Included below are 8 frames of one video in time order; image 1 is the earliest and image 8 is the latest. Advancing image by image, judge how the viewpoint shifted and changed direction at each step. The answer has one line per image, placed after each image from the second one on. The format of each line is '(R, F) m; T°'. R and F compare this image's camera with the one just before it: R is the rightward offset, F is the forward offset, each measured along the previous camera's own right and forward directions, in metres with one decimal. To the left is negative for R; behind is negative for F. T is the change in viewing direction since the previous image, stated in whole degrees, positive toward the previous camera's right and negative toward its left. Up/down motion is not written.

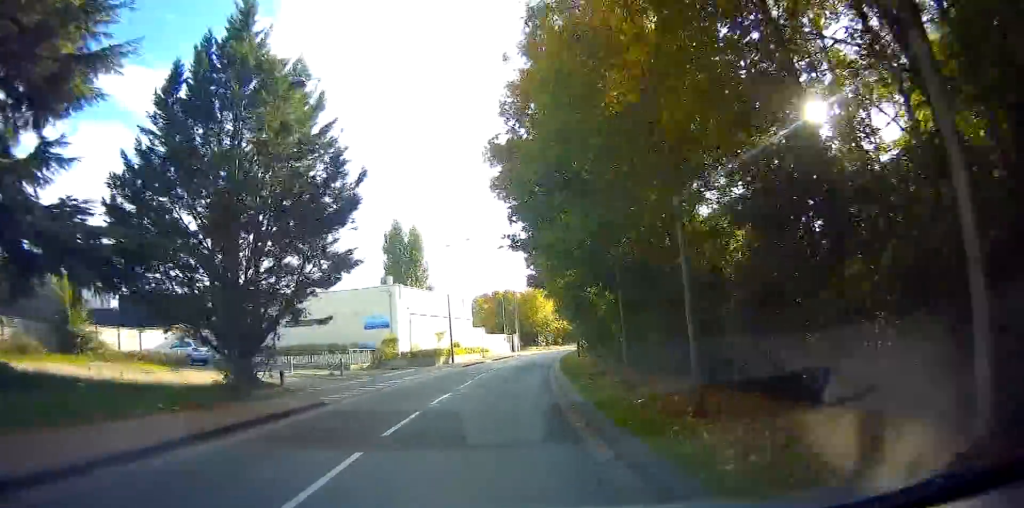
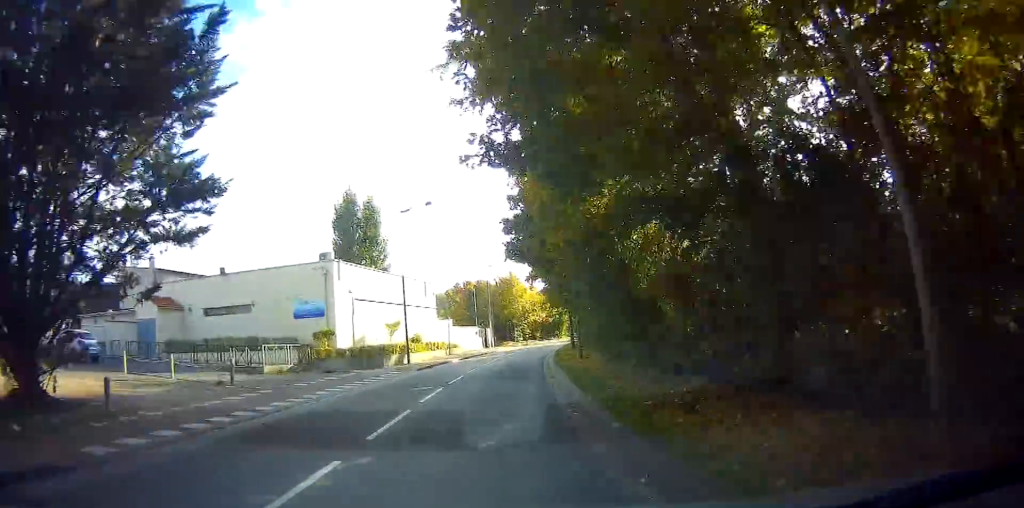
(+0.1, +9.2) m; +2°
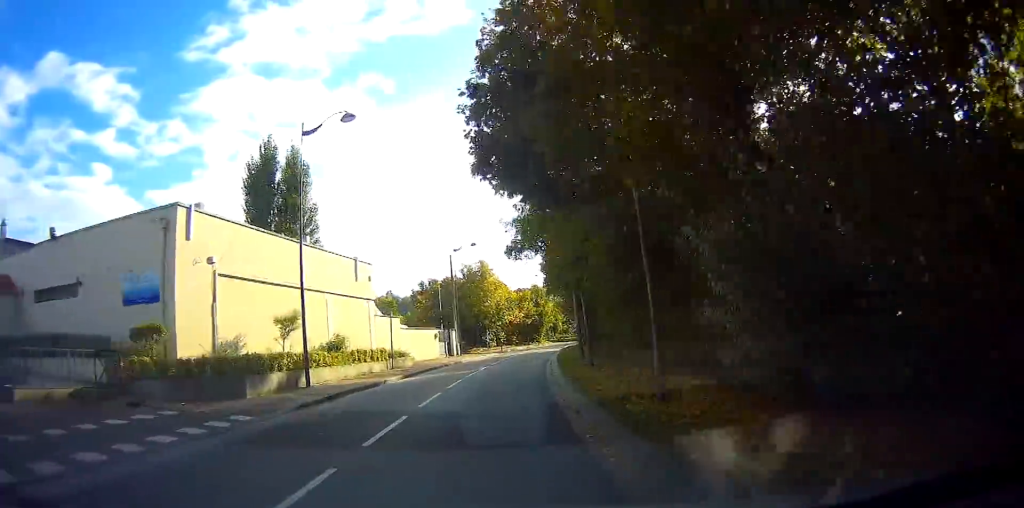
(+0.6, +13.8) m; +2°
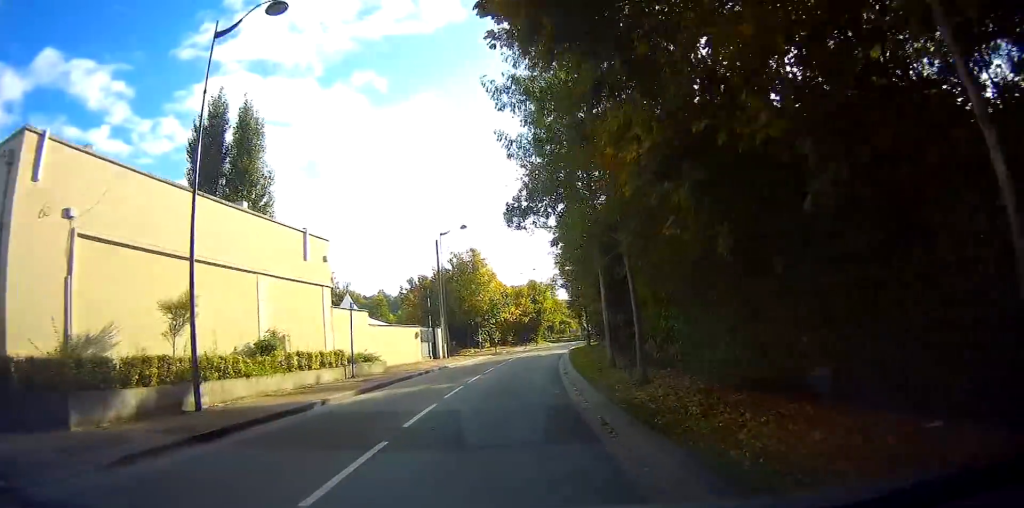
(0.0, +7.1) m; 0°
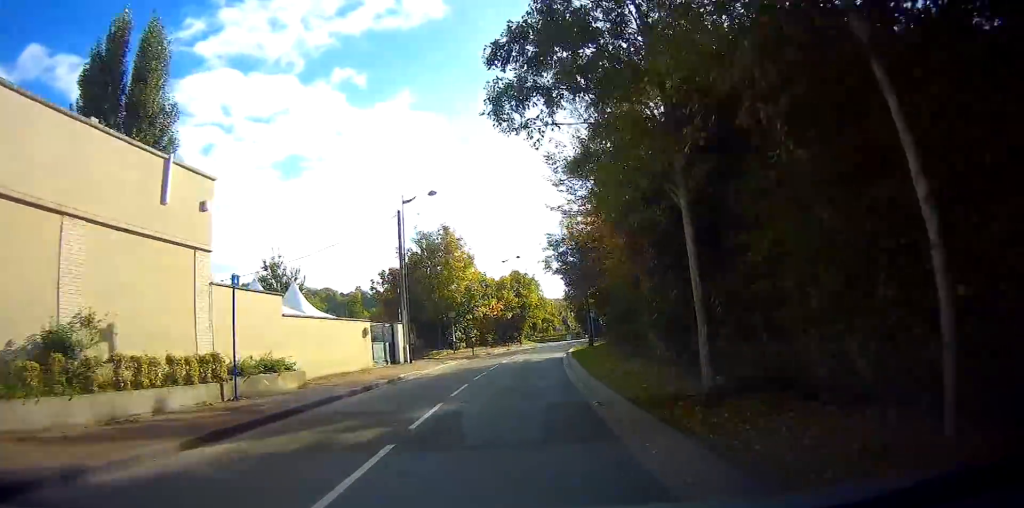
(0.0, +9.0) m; +2°
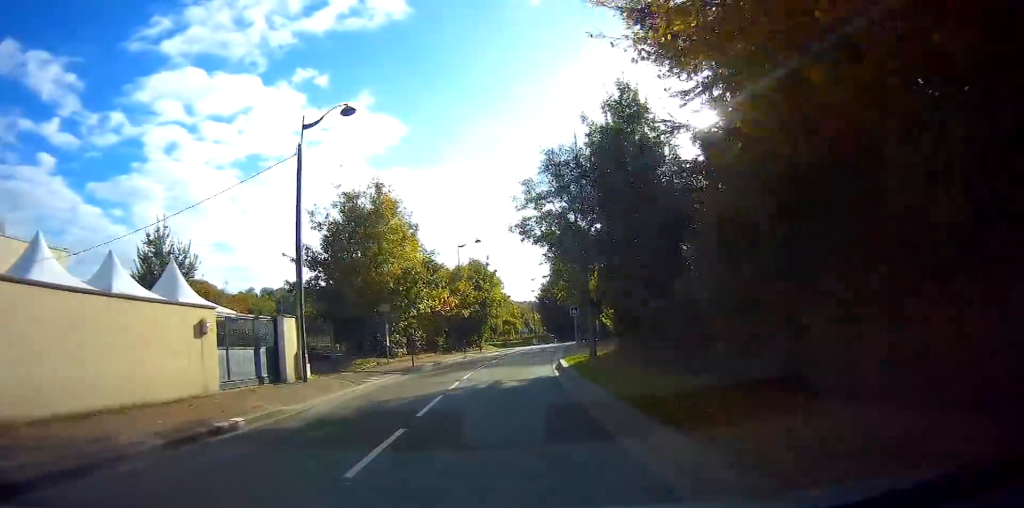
(+0.5, +12.4) m; +4°
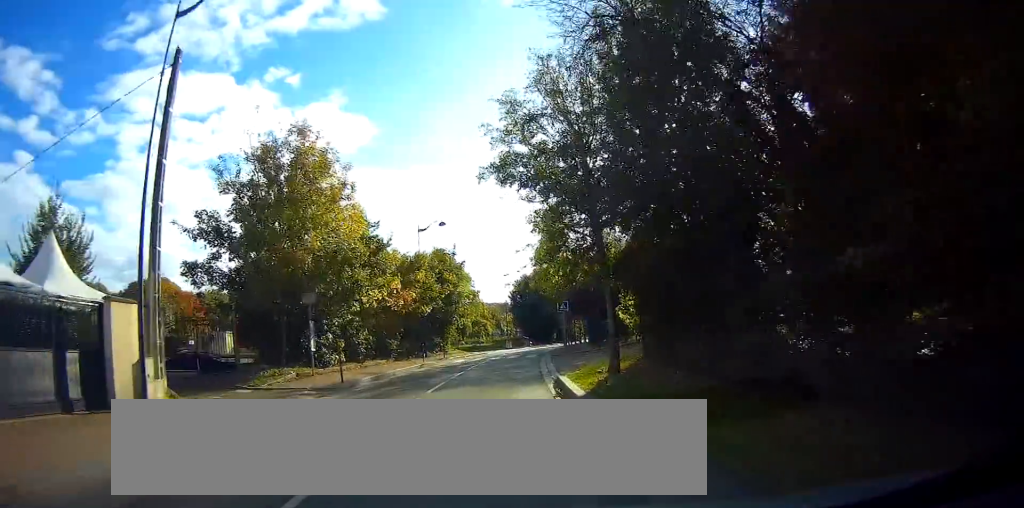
(+0.2, +8.2) m; +2°
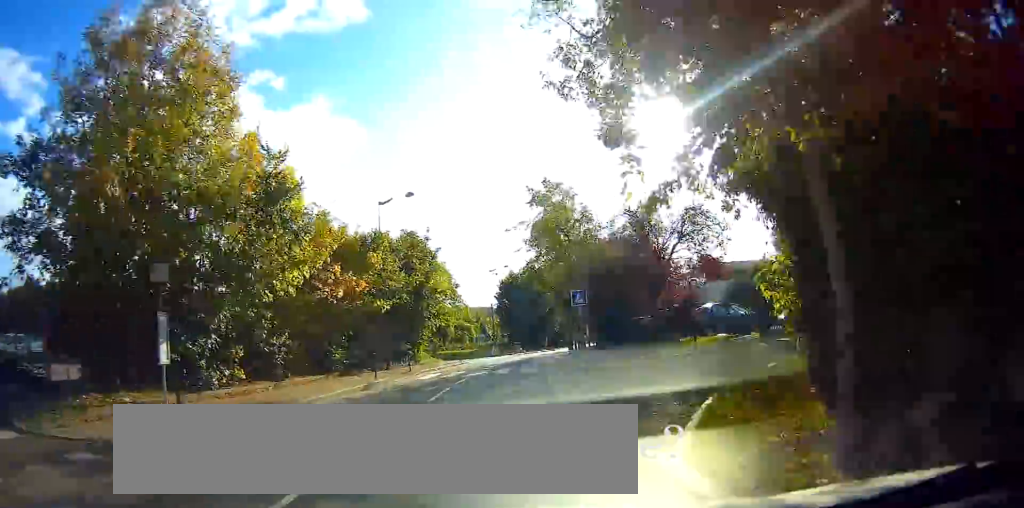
(+0.1, +9.5) m; +2°
